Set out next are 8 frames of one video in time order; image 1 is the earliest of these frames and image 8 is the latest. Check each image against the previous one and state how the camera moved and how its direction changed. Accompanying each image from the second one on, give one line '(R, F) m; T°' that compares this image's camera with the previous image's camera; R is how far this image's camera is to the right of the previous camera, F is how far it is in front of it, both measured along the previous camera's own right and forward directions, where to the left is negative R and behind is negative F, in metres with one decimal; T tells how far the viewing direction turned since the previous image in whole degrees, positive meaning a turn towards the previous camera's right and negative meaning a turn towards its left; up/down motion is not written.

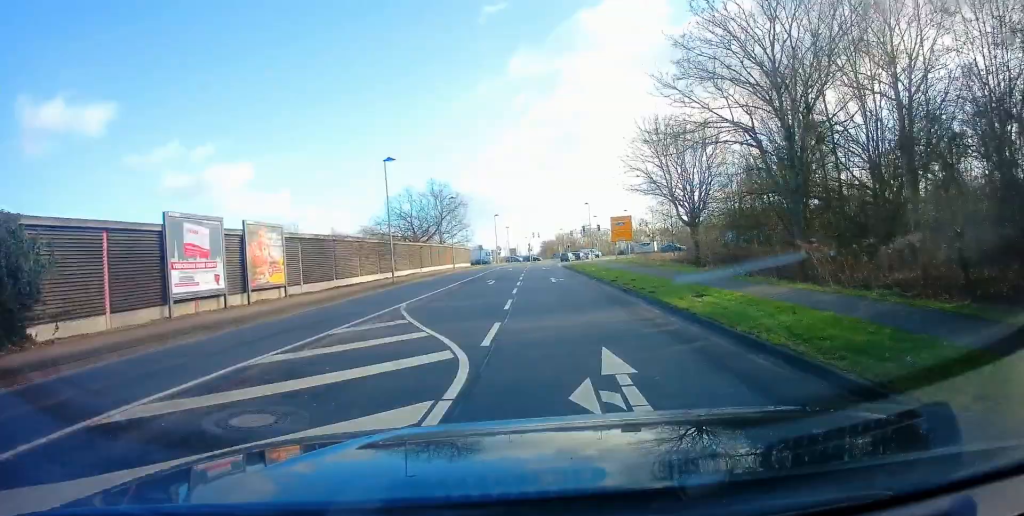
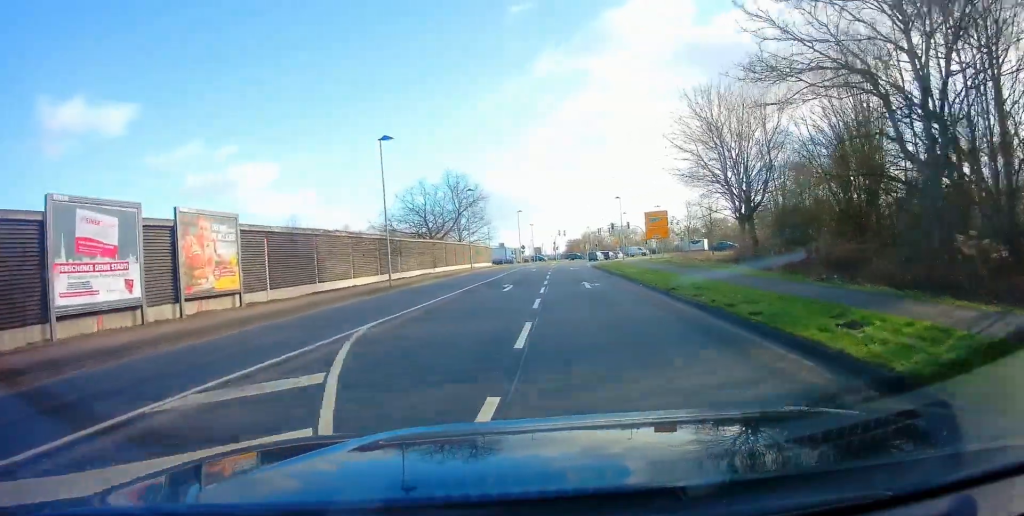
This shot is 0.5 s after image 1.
(-0.2, +6.4) m; -2°
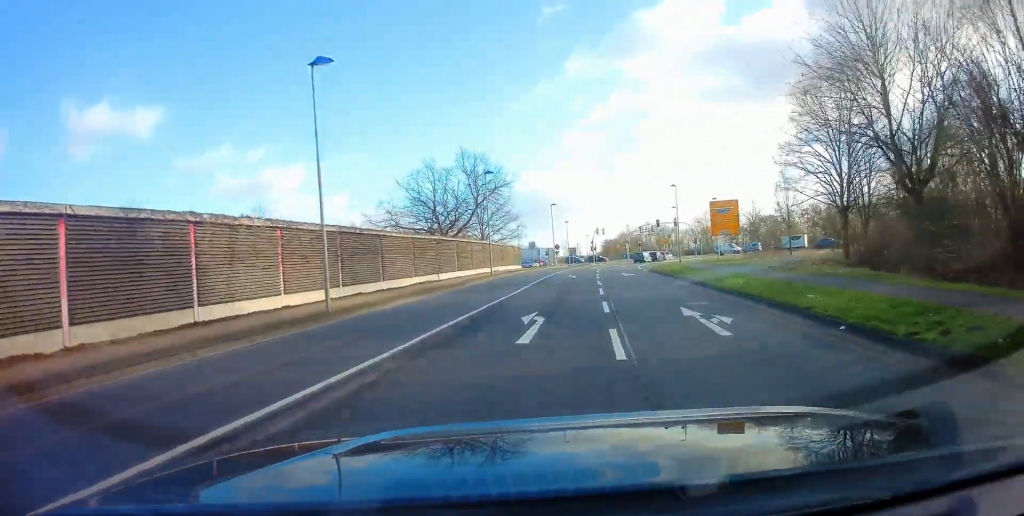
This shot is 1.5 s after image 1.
(-0.6, +12.9) m; -3°
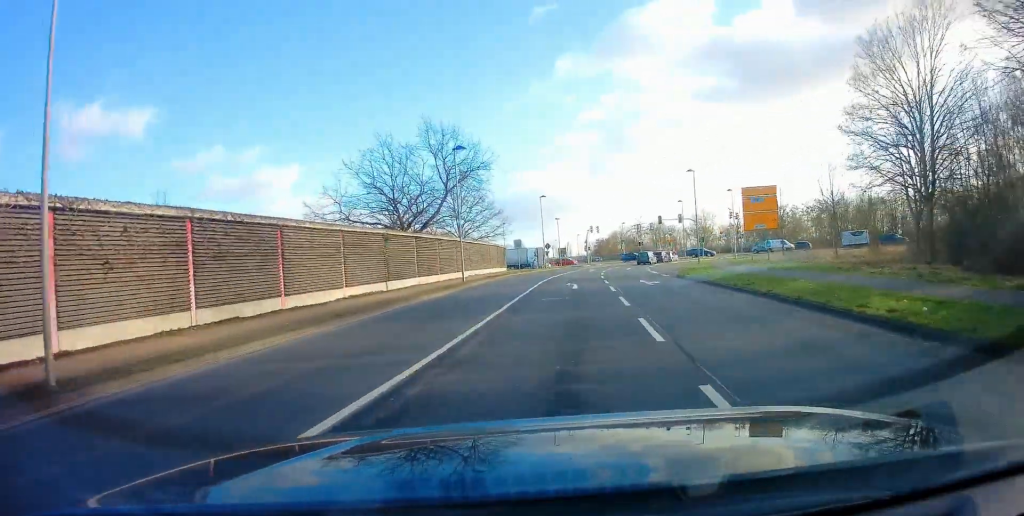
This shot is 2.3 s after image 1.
(-0.2, +10.5) m; 0°
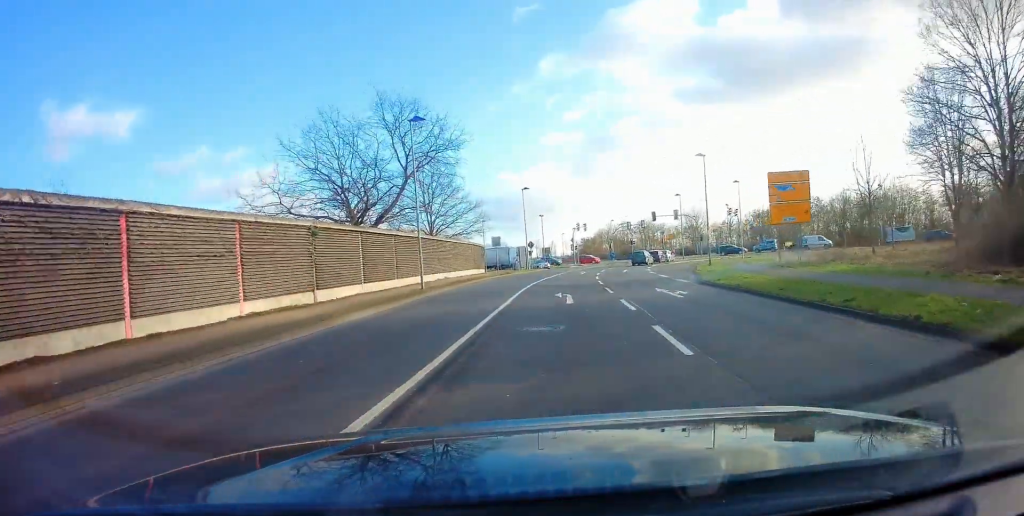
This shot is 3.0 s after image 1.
(0.0, +7.5) m; +2°
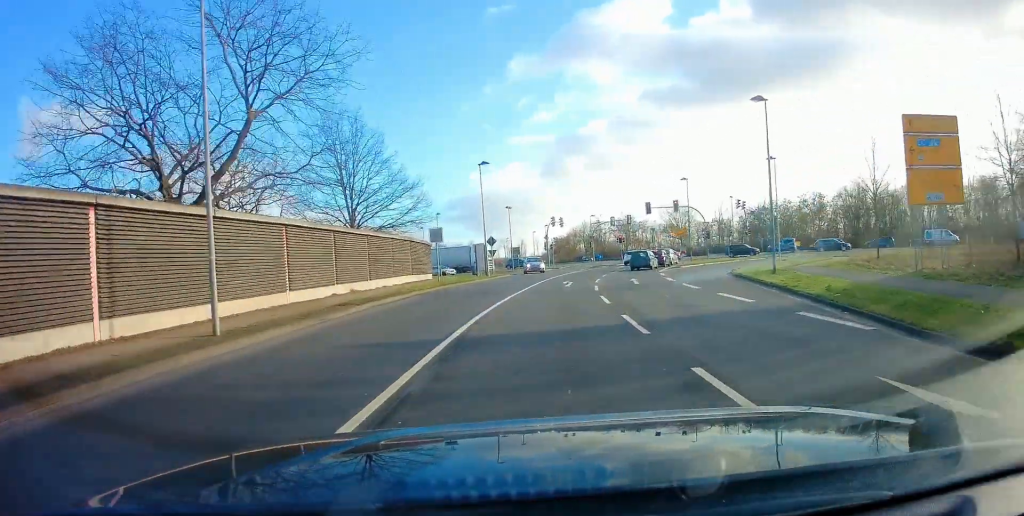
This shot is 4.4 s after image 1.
(+0.7, +15.7) m; +5°
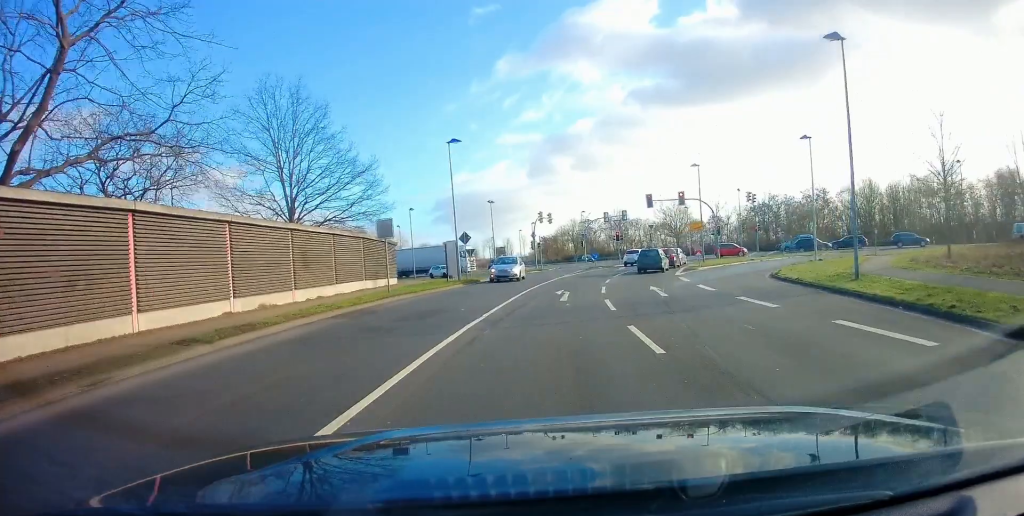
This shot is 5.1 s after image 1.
(+0.1, +8.2) m; +3°
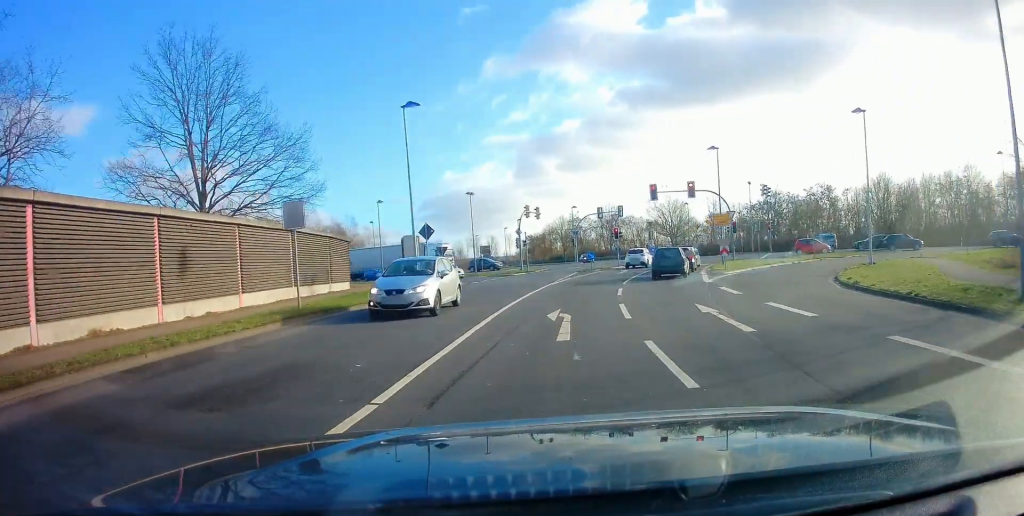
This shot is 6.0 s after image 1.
(+0.3, +8.2) m; +2°
